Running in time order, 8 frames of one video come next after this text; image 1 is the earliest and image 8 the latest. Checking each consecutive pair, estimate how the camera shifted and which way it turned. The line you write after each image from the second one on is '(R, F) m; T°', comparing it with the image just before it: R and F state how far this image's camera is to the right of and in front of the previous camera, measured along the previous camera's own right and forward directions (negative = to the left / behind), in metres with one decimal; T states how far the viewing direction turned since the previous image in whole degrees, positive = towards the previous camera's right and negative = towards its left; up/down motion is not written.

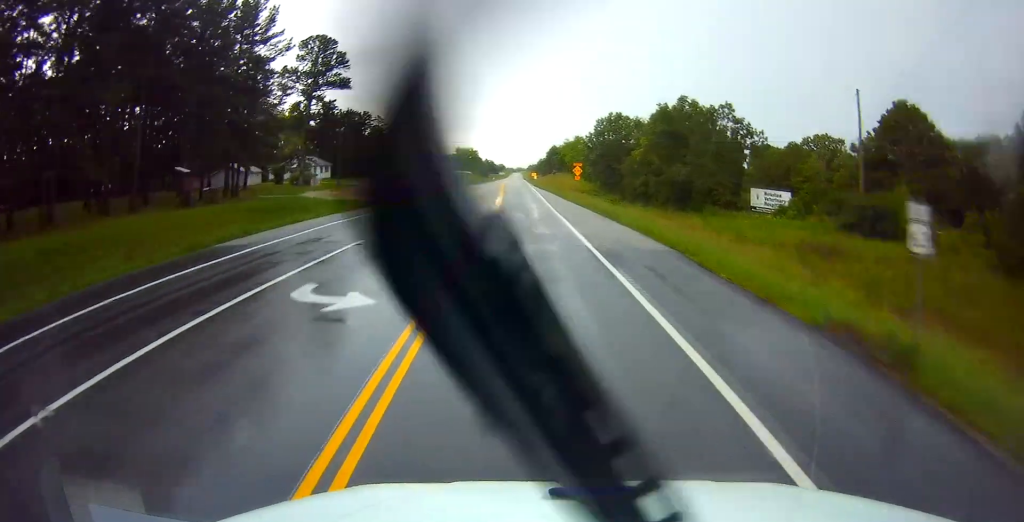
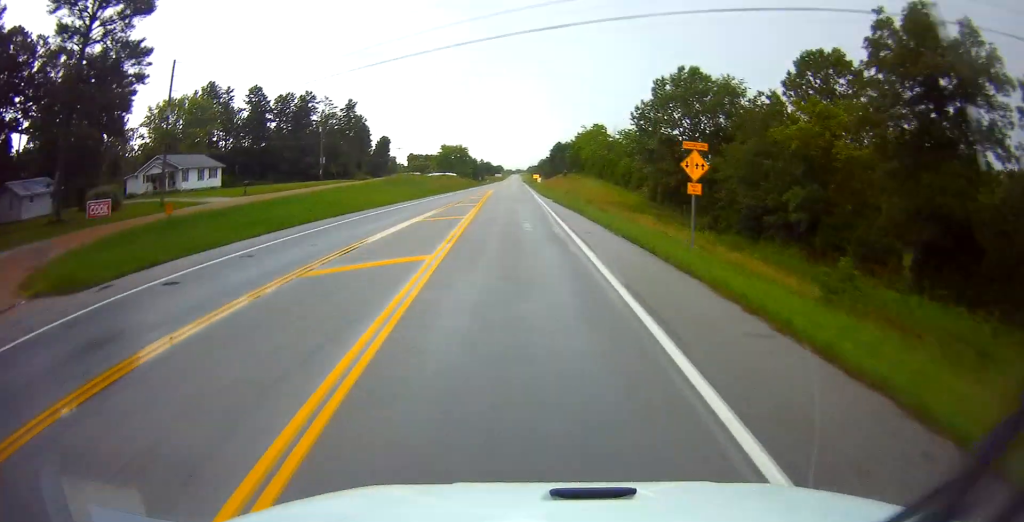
(-0.4, +48.8) m; -1°
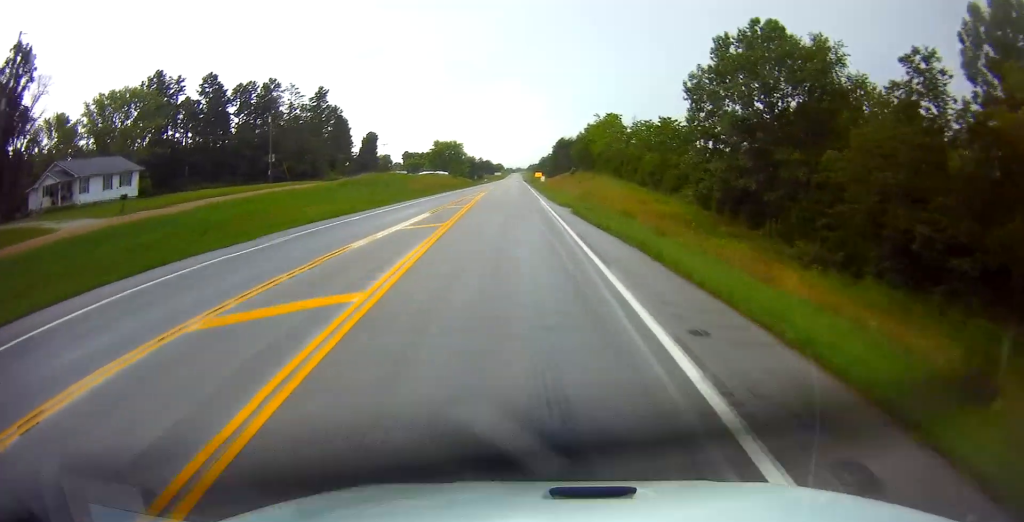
(-0.1, +20.5) m; 0°
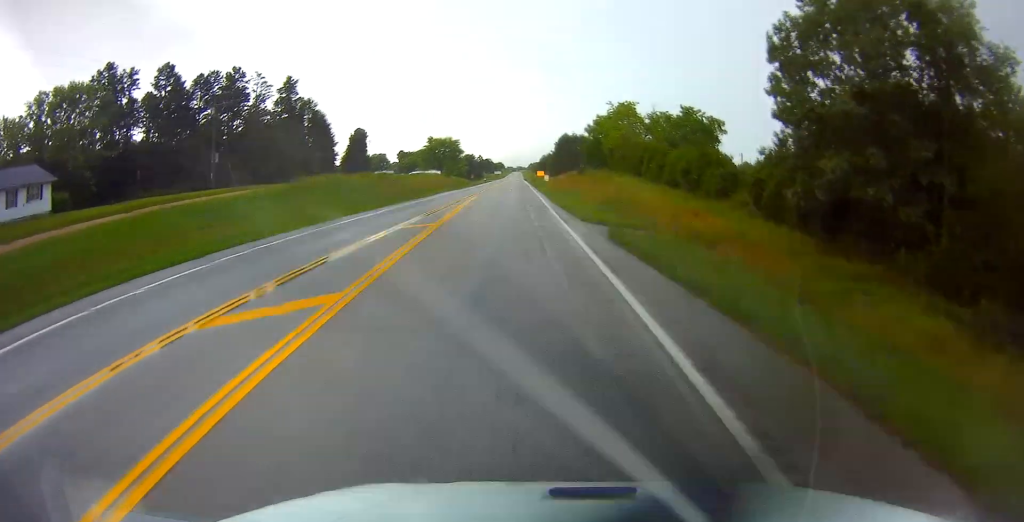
(+0.1, +15.4) m; 0°
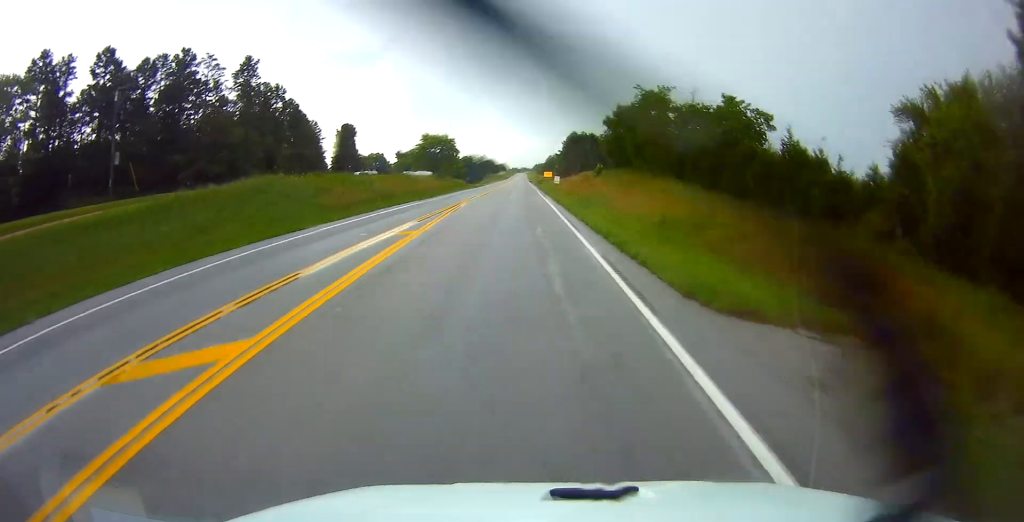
(+0.1, +18.4) m; 0°
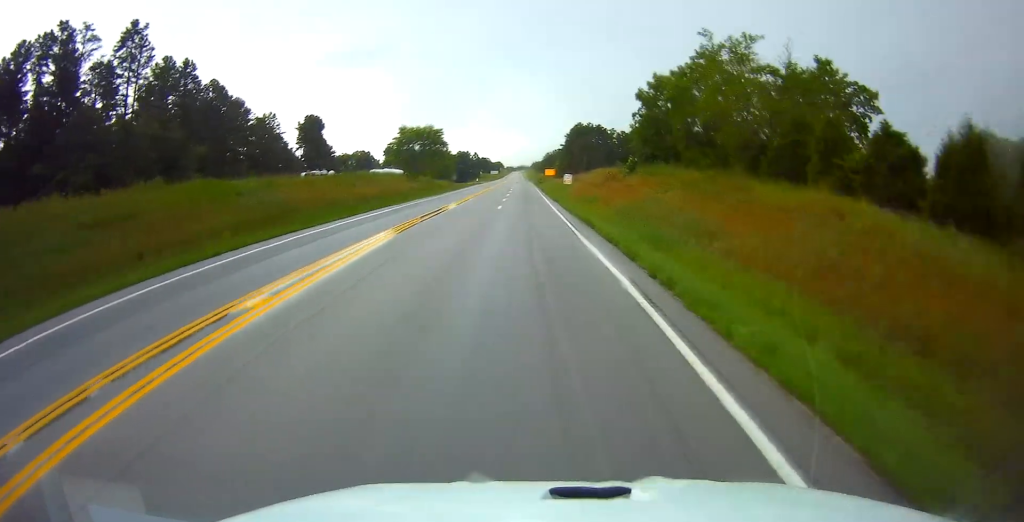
(-0.1, +27.7) m; 0°
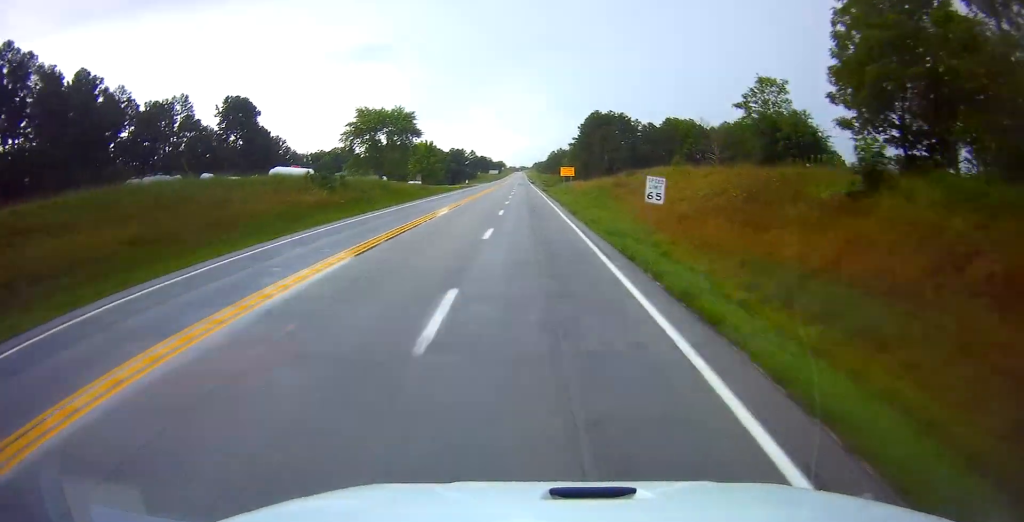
(+0.1, +41.9) m; 0°
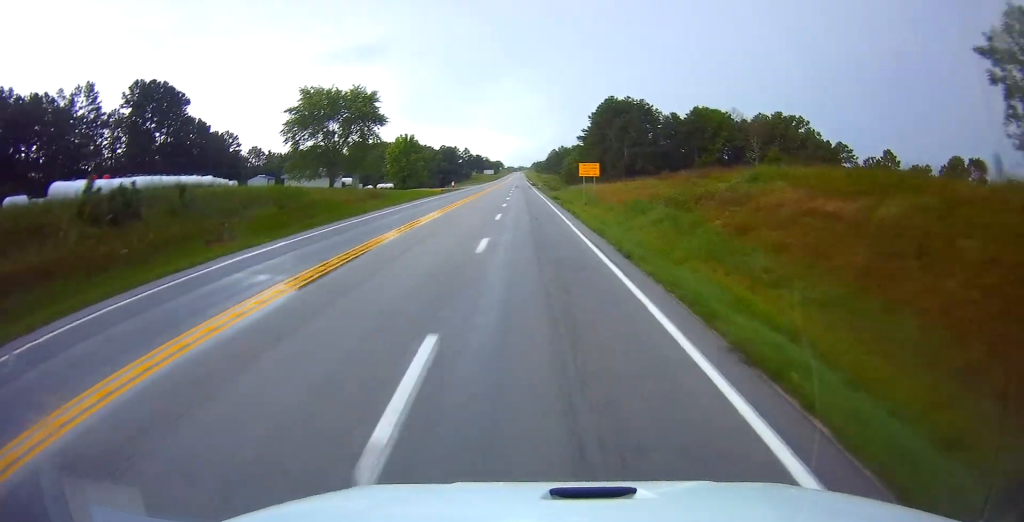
(0.0, +27.6) m; 0°
